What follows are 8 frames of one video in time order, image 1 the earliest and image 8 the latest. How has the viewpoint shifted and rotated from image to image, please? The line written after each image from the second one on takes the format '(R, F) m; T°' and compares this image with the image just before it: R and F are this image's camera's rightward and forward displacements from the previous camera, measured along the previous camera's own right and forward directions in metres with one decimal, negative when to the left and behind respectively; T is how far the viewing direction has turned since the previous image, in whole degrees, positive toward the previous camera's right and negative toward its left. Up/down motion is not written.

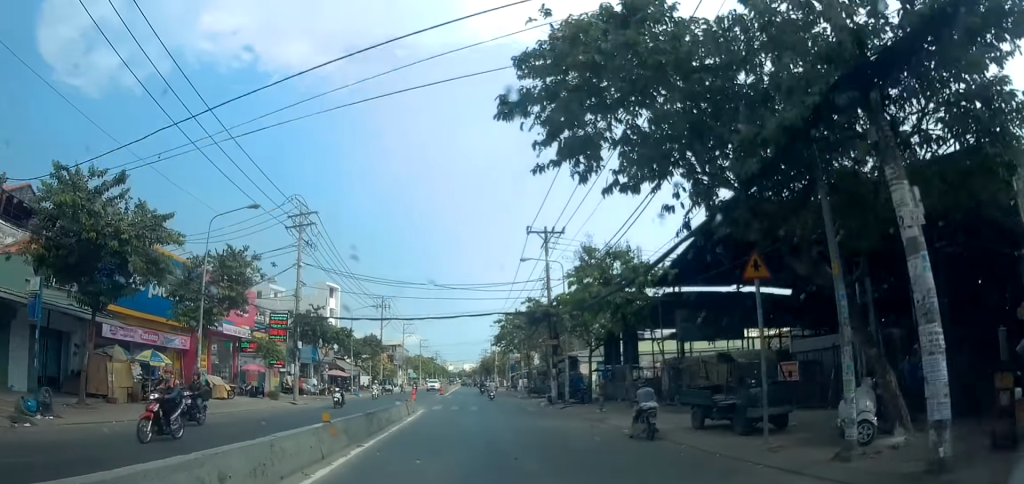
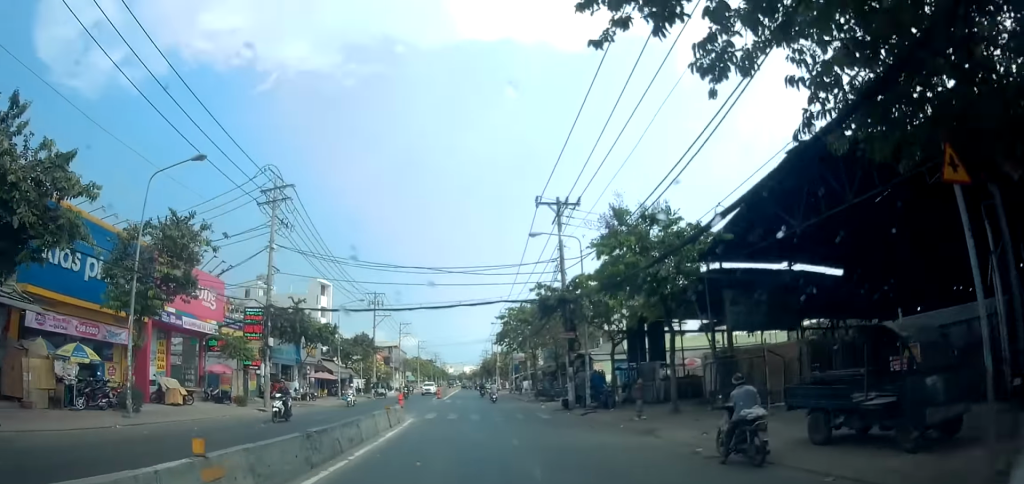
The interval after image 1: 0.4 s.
(0.0, +4.9) m; 0°
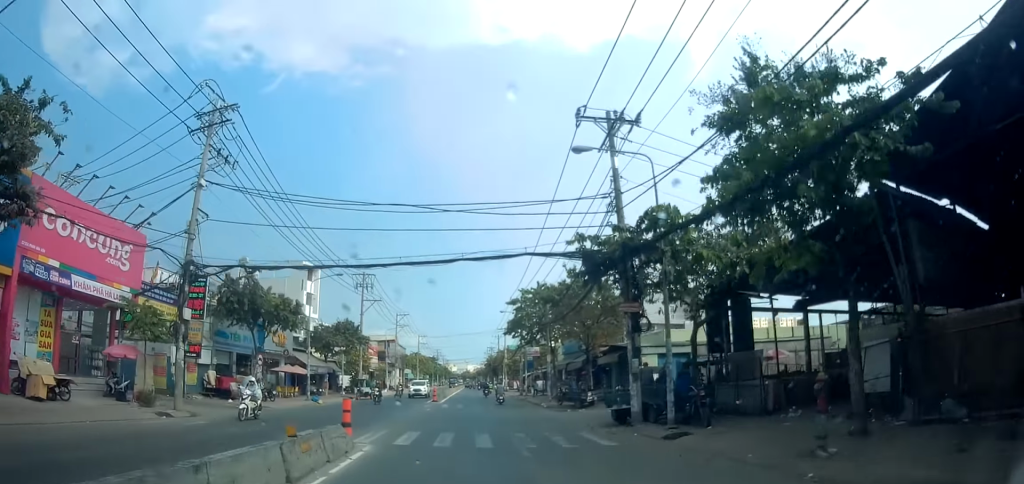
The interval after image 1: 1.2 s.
(-0.3, +9.5) m; -2°
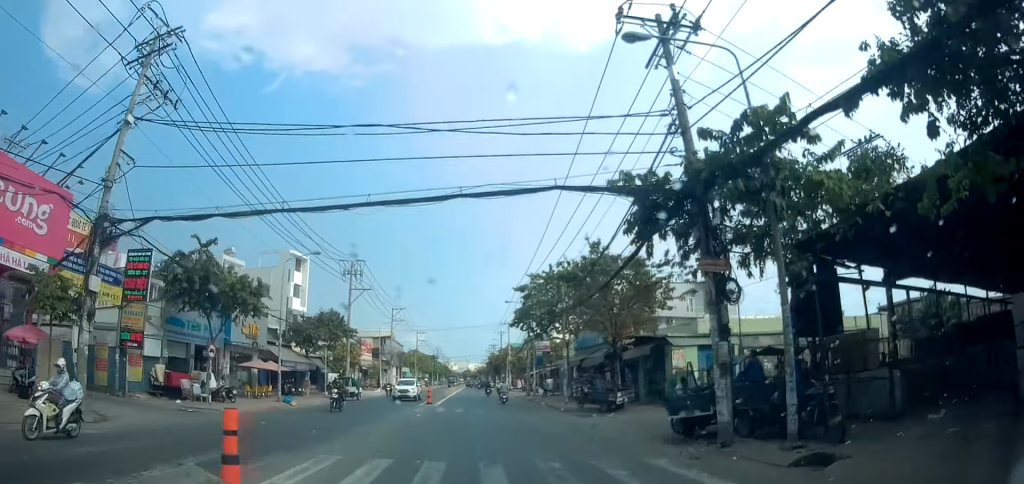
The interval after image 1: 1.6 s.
(0.0, +5.8) m; 0°
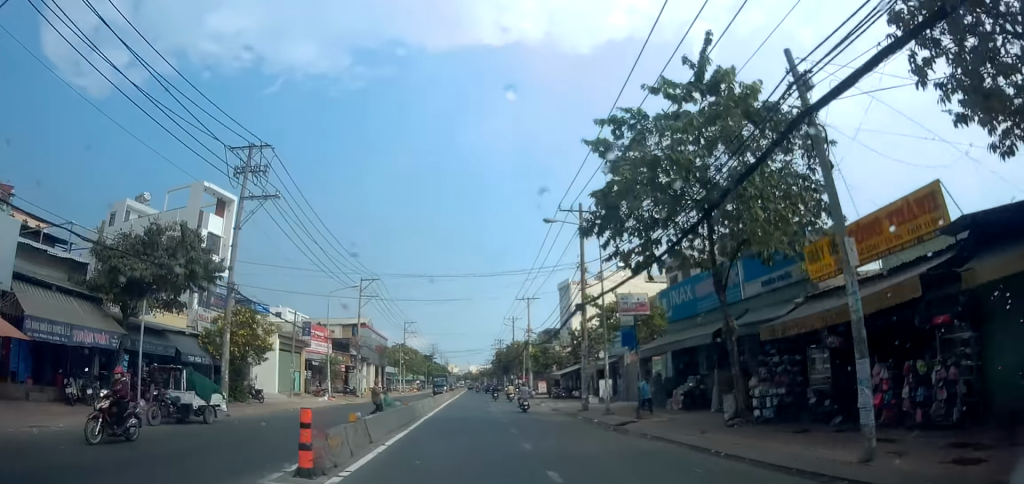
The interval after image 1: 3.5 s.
(+0.4, +23.8) m; +2°
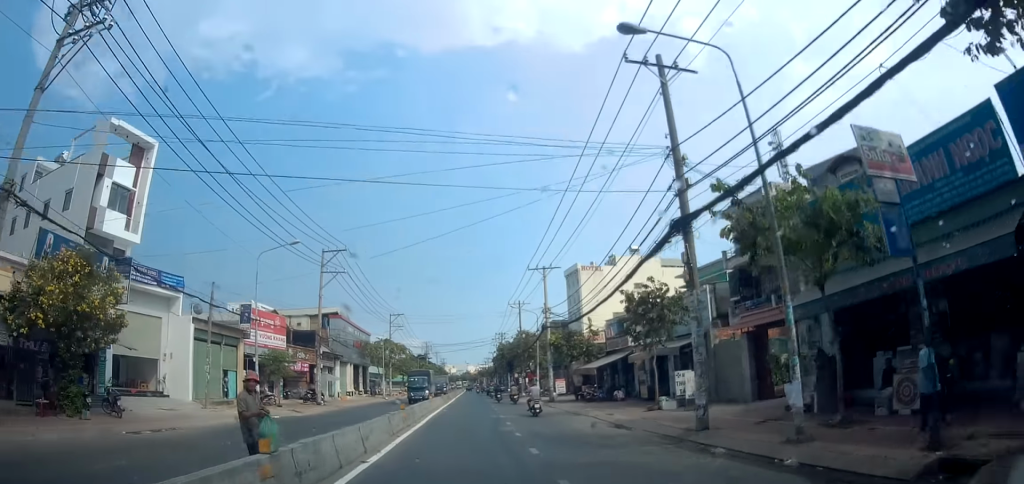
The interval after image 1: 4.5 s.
(+0.1, +13.3) m; 0°
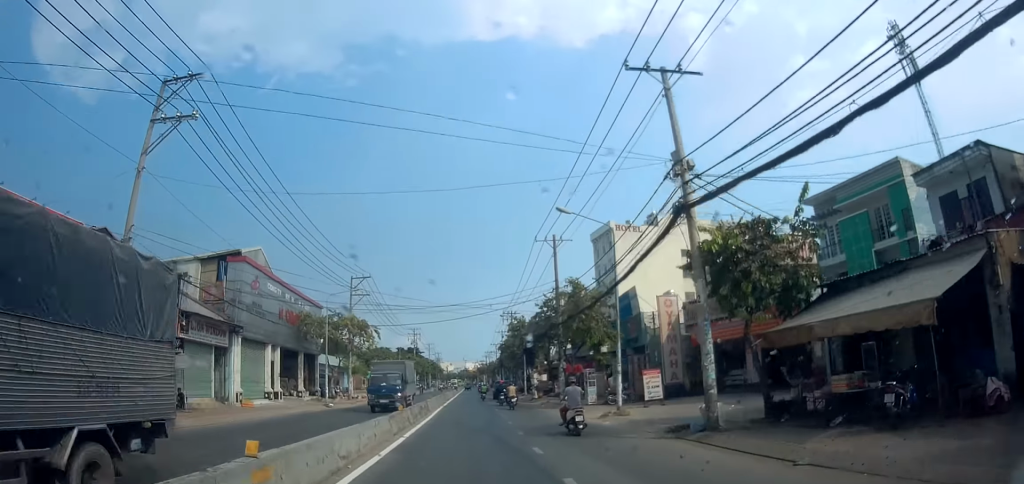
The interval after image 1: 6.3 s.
(-0.1, +24.2) m; 0°
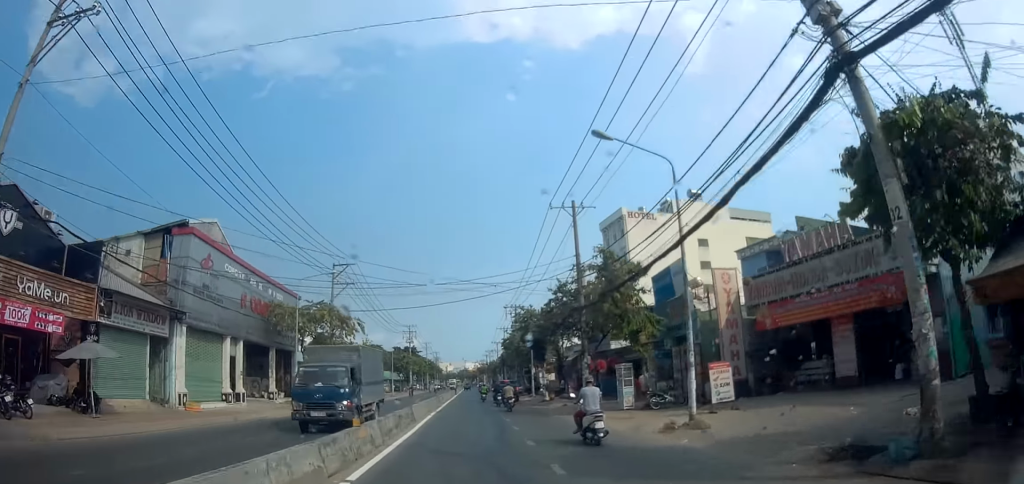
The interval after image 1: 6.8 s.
(0.0, +6.7) m; 0°
